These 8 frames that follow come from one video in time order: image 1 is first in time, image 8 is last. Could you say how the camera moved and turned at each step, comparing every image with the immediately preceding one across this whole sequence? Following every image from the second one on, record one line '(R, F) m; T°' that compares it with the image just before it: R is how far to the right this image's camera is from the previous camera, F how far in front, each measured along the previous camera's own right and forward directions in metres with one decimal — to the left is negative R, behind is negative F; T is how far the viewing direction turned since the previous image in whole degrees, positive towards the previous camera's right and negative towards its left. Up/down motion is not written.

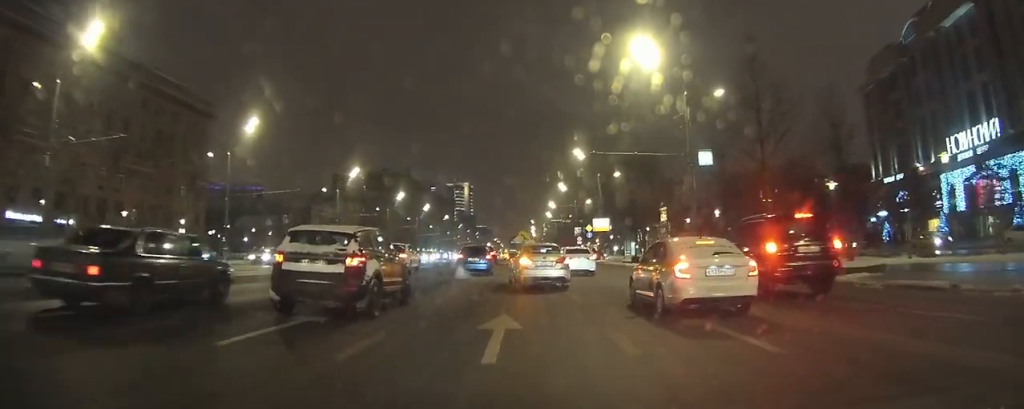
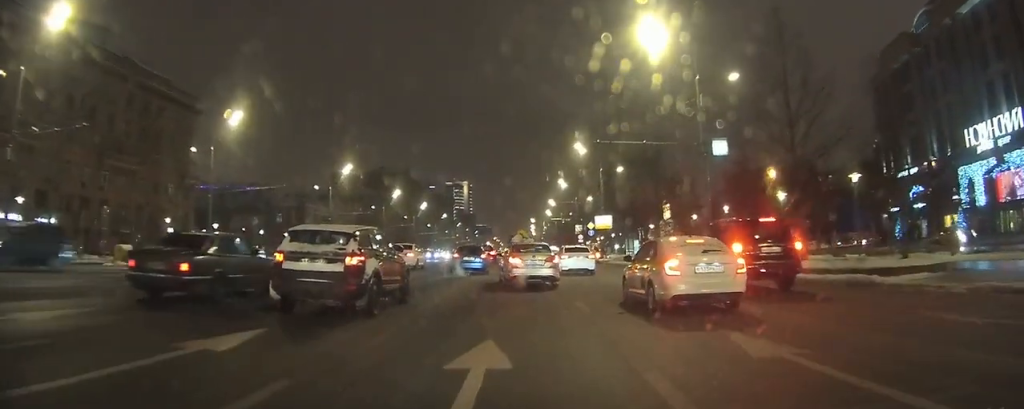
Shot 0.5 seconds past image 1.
(0.0, +3.2) m; -1°
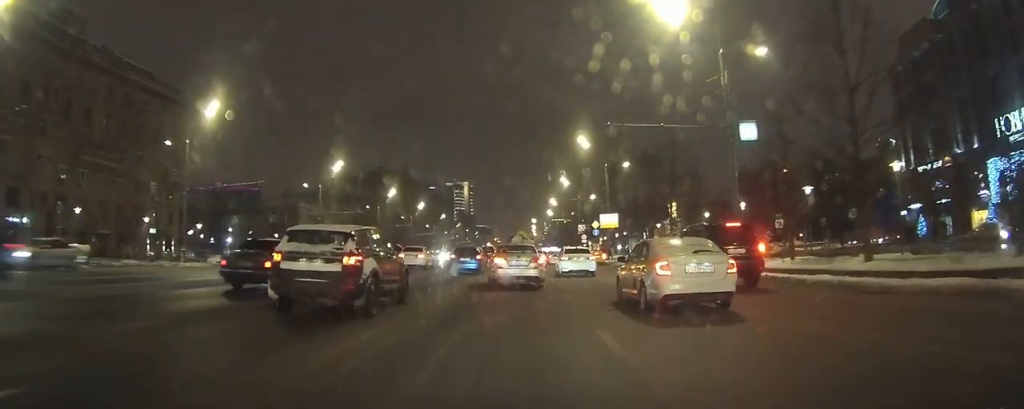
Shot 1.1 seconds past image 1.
(-0.1, +4.6) m; 0°
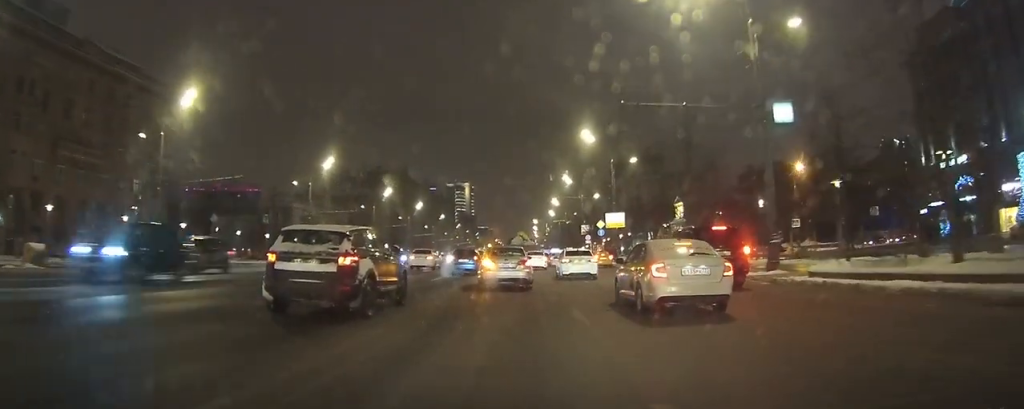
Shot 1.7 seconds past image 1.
(0.0, +4.1) m; 0°
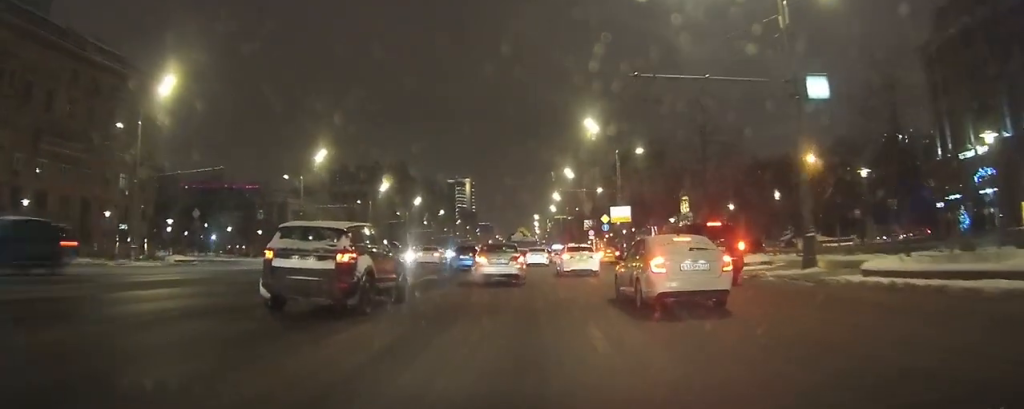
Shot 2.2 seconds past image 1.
(0.0, +3.2) m; +1°
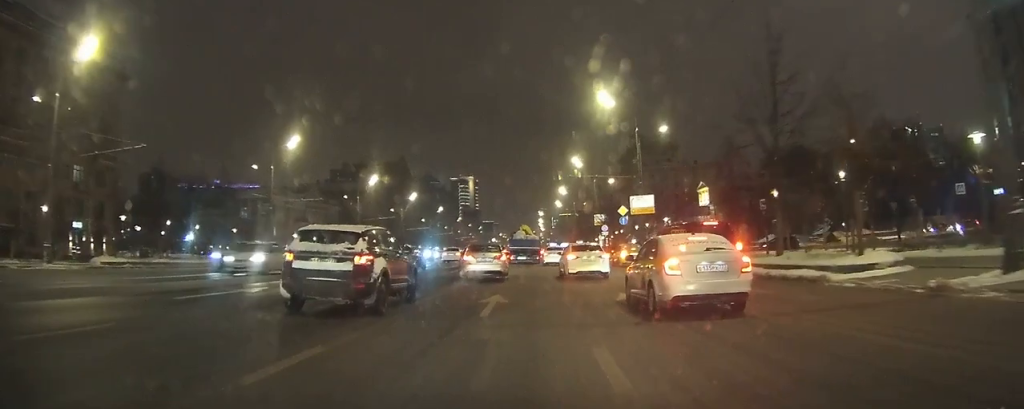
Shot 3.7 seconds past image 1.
(0.0, +9.8) m; -1°
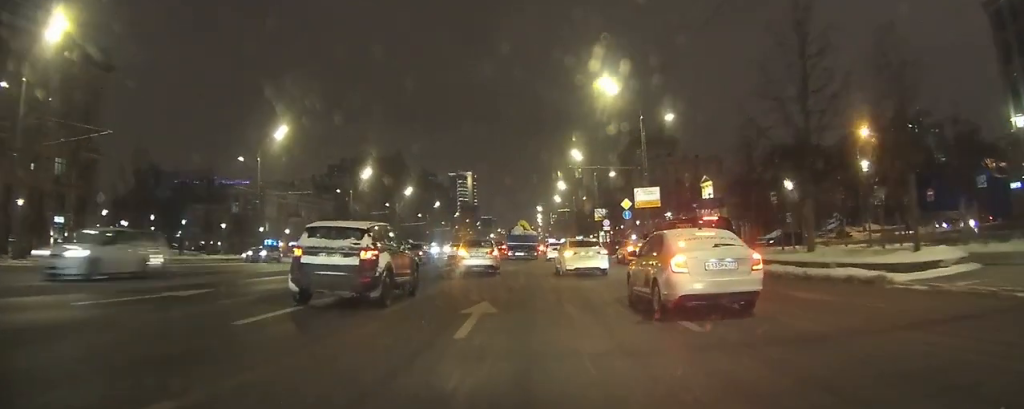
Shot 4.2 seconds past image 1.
(-0.1, +3.1) m; -1°
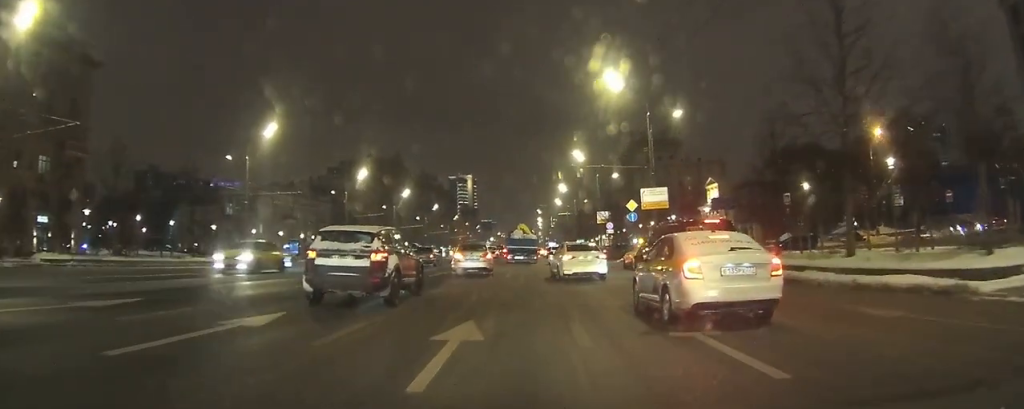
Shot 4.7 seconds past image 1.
(0.0, +2.9) m; 0°
